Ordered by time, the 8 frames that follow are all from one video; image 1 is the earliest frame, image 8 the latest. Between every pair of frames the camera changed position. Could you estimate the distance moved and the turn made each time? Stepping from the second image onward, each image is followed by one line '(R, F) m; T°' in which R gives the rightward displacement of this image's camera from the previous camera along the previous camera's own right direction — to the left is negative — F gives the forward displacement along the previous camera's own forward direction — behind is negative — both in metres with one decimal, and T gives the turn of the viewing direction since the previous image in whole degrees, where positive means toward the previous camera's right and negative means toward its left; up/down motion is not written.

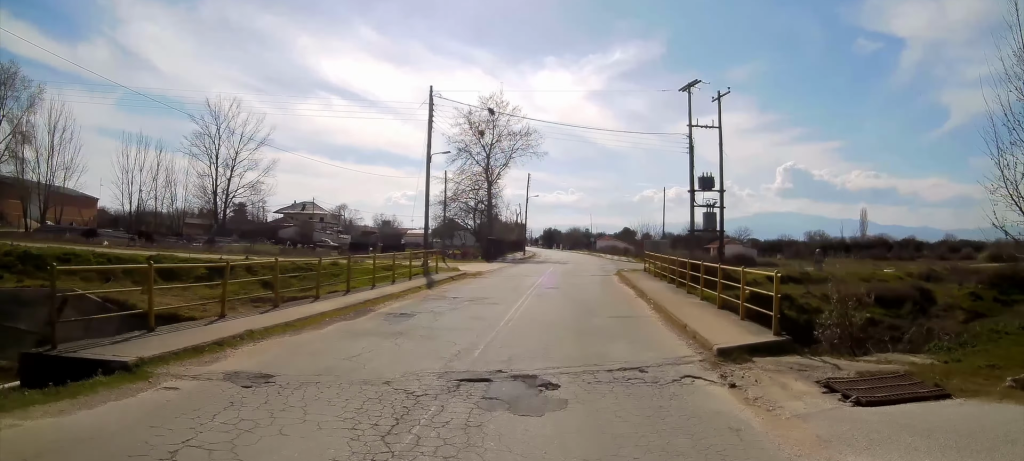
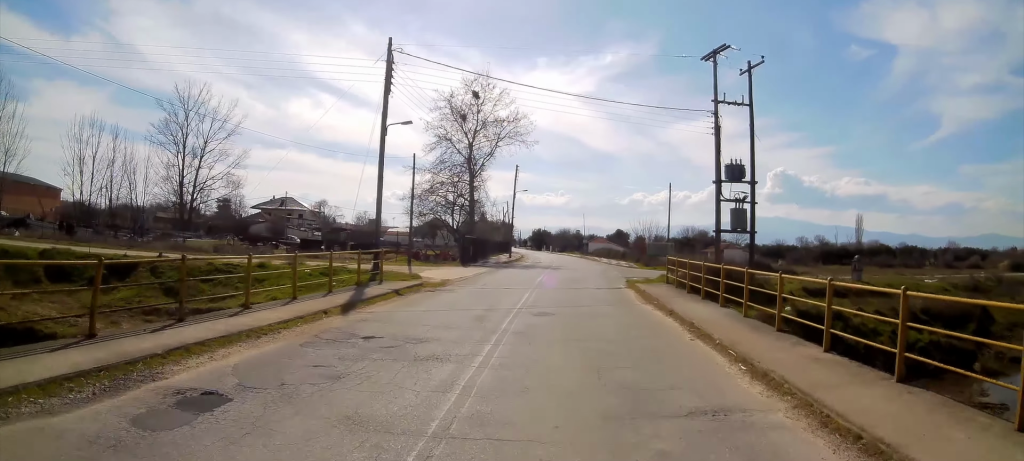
(+0.1, +7.6) m; +1°
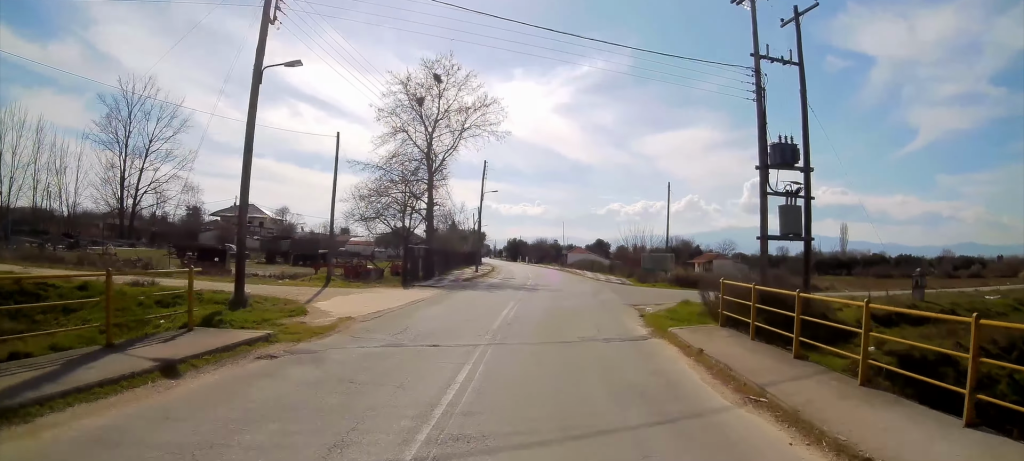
(+0.1, +9.5) m; +2°
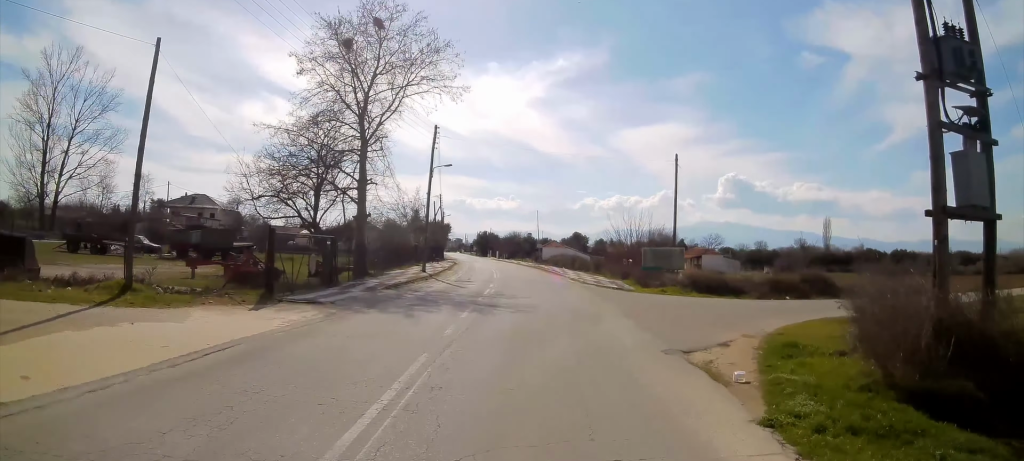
(+0.3, +11.3) m; +1°
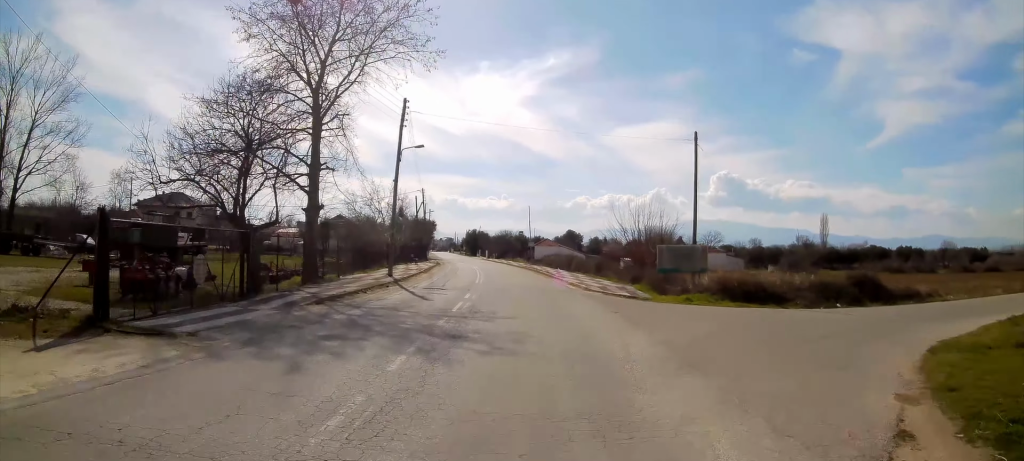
(+0.1, +6.5) m; 0°
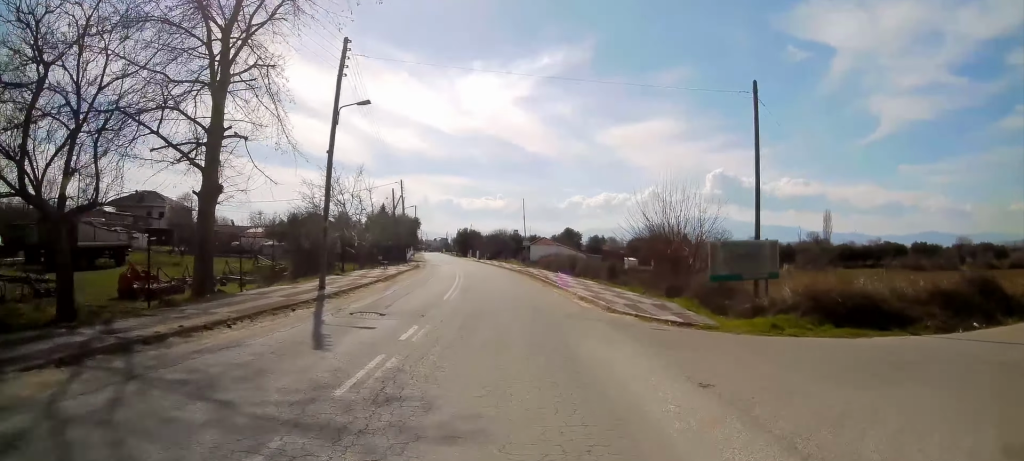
(-0.3, +9.2) m; +1°
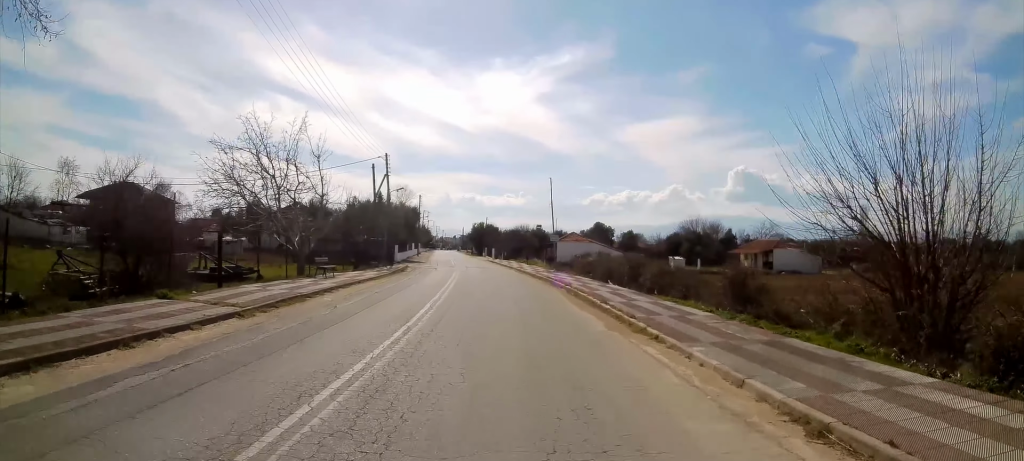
(+0.5, +15.5) m; +1°
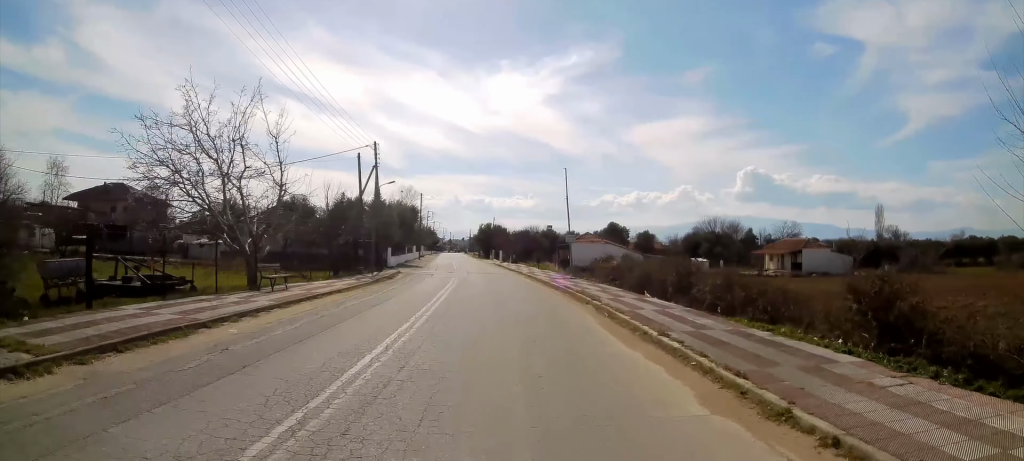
(0.0, +6.0) m; -1°
